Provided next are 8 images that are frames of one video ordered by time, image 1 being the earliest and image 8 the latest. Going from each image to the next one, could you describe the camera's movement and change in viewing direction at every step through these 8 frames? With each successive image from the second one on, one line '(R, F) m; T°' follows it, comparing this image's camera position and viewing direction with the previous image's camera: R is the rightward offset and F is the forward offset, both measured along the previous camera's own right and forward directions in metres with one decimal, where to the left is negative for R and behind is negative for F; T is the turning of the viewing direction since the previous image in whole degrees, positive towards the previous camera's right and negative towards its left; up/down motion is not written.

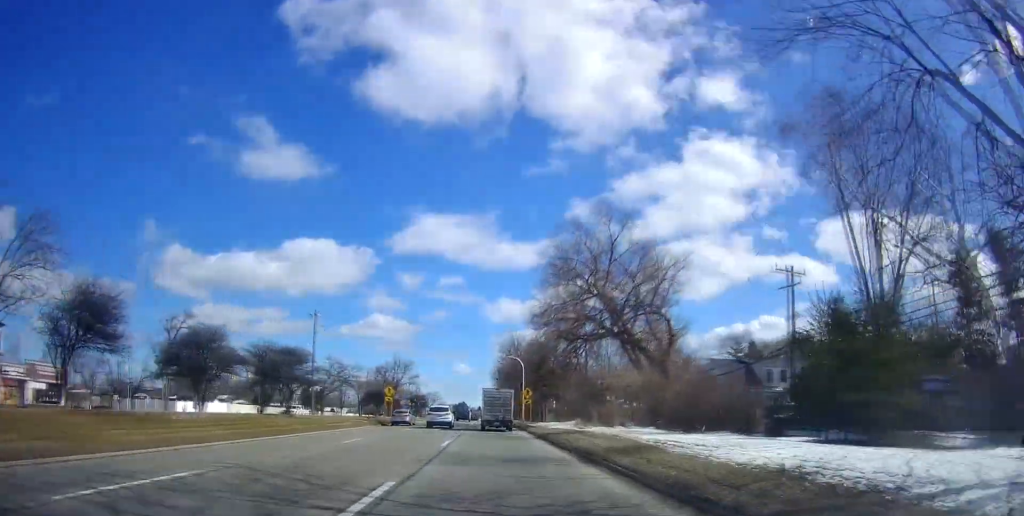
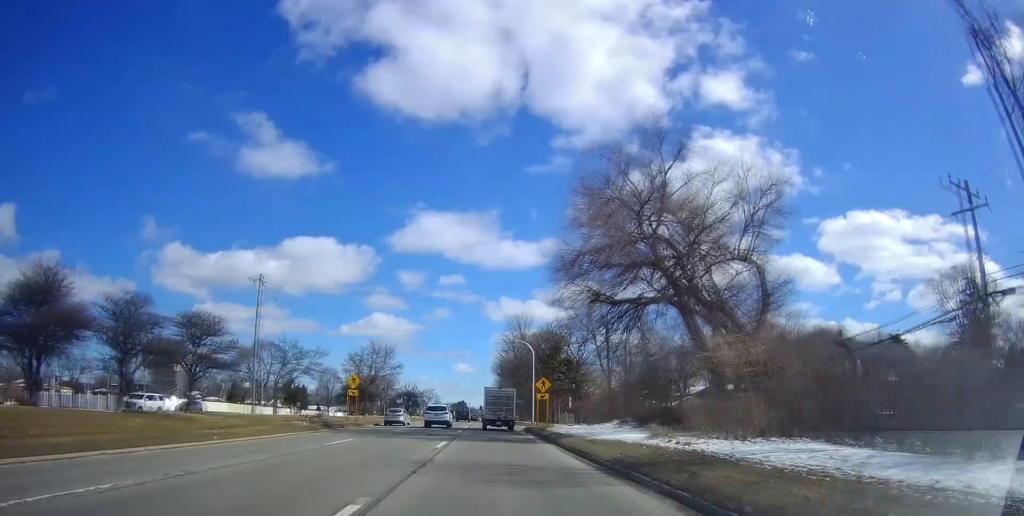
(-0.3, +18.1) m; -1°
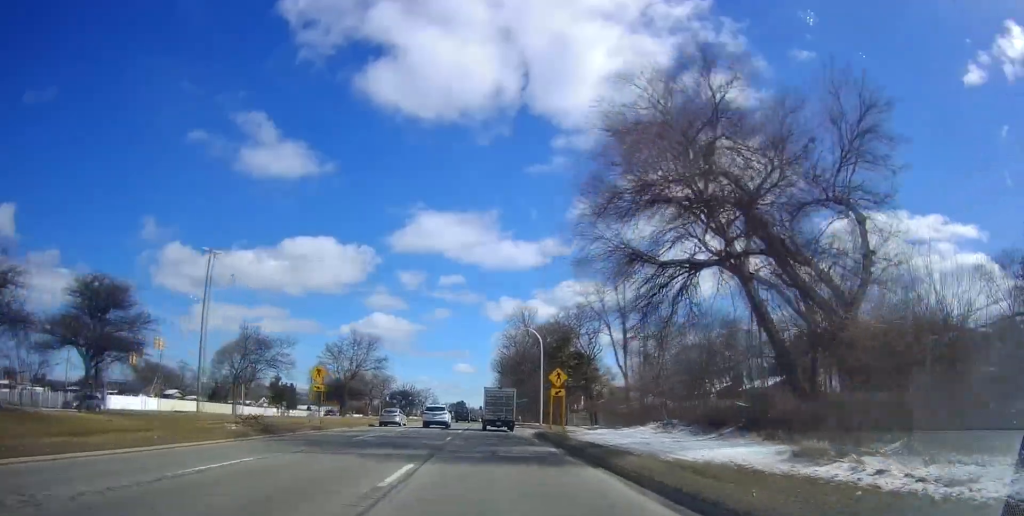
(-0.1, +10.3) m; +1°
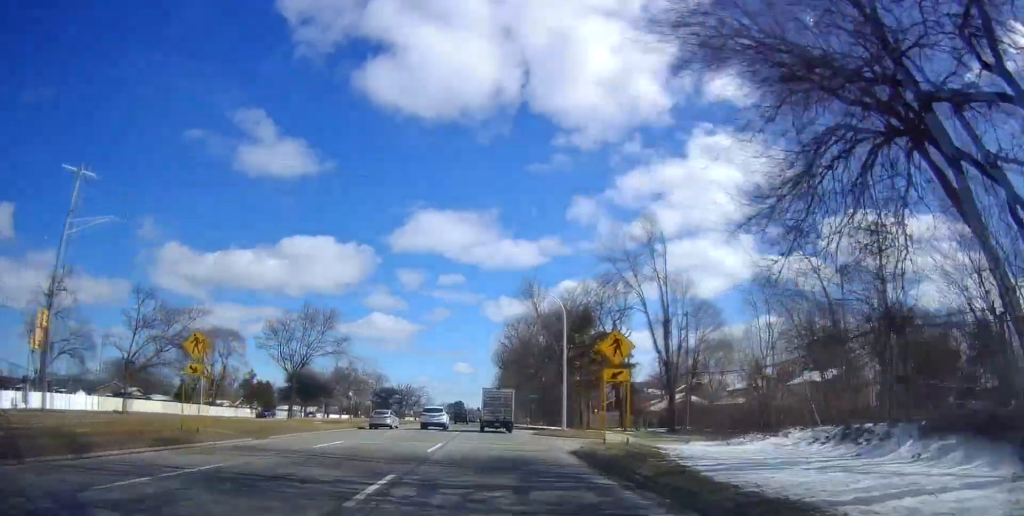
(+0.2, +16.9) m; 0°
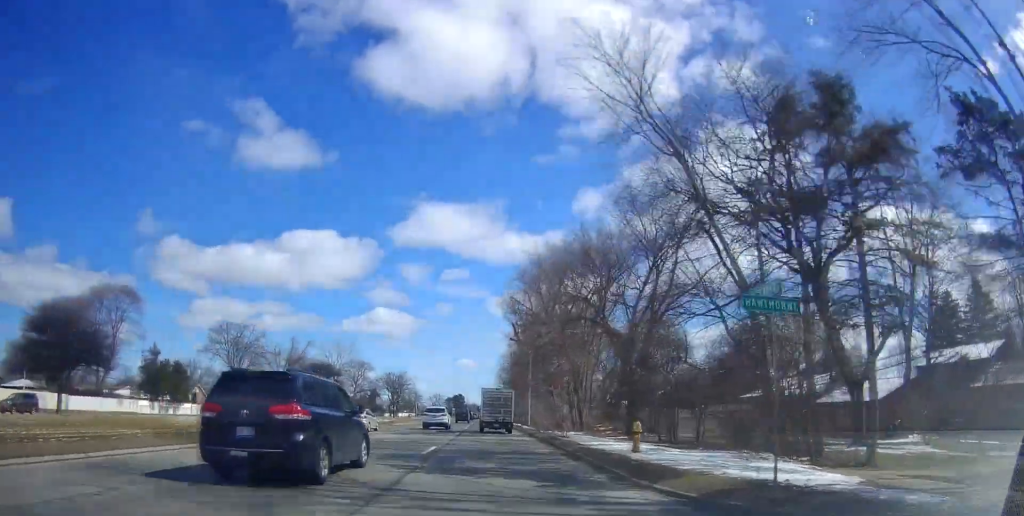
(-1.9, +43.2) m; -3°
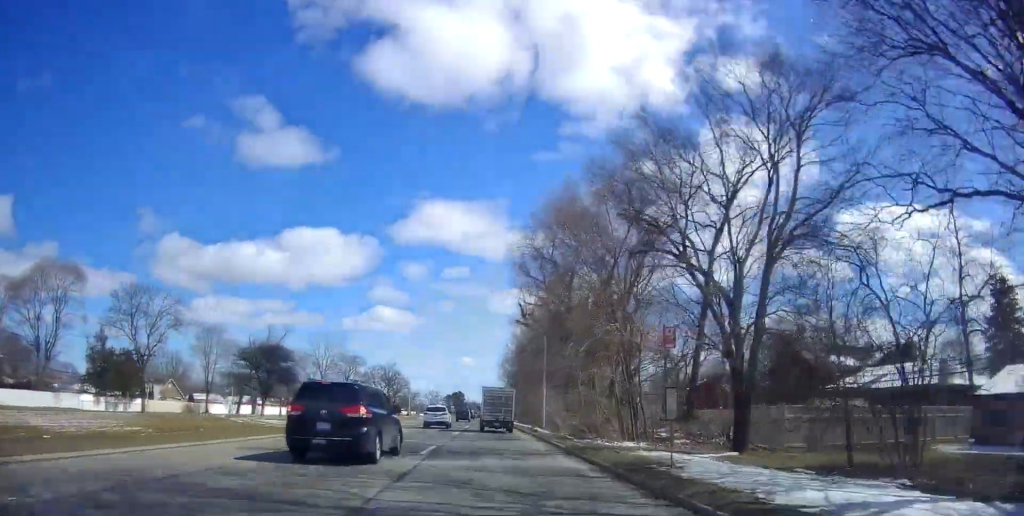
(+0.4, +16.5) m; +2°
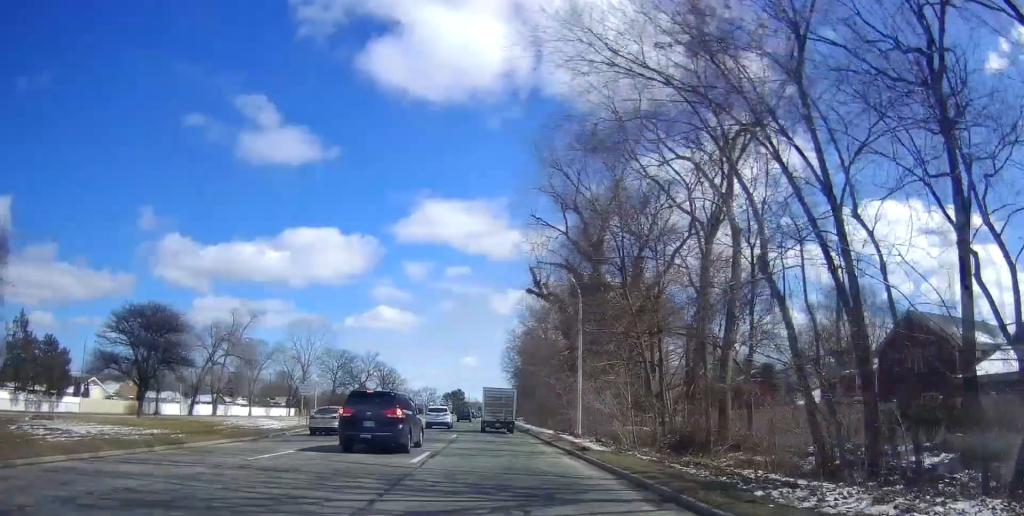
(+0.4, +19.8) m; +1°
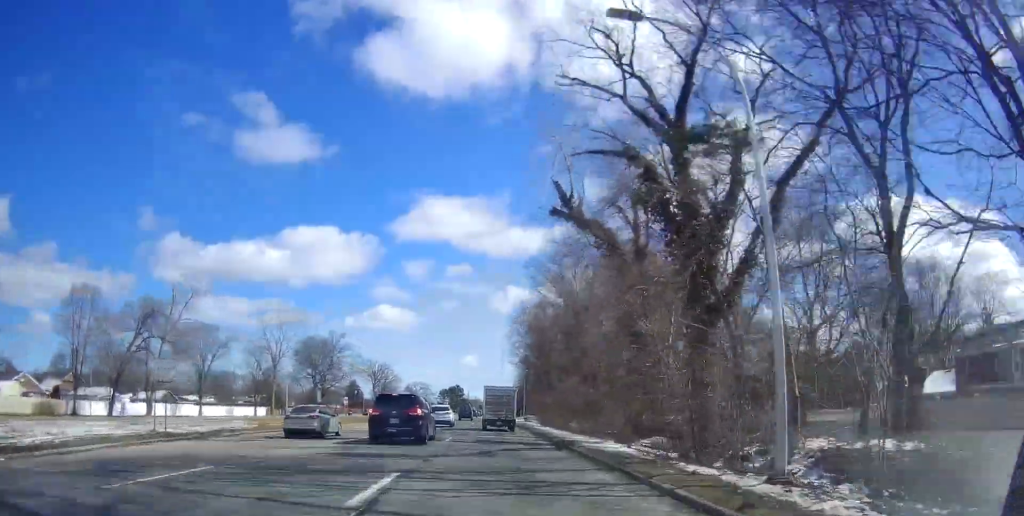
(-0.1, +22.5) m; 0°
